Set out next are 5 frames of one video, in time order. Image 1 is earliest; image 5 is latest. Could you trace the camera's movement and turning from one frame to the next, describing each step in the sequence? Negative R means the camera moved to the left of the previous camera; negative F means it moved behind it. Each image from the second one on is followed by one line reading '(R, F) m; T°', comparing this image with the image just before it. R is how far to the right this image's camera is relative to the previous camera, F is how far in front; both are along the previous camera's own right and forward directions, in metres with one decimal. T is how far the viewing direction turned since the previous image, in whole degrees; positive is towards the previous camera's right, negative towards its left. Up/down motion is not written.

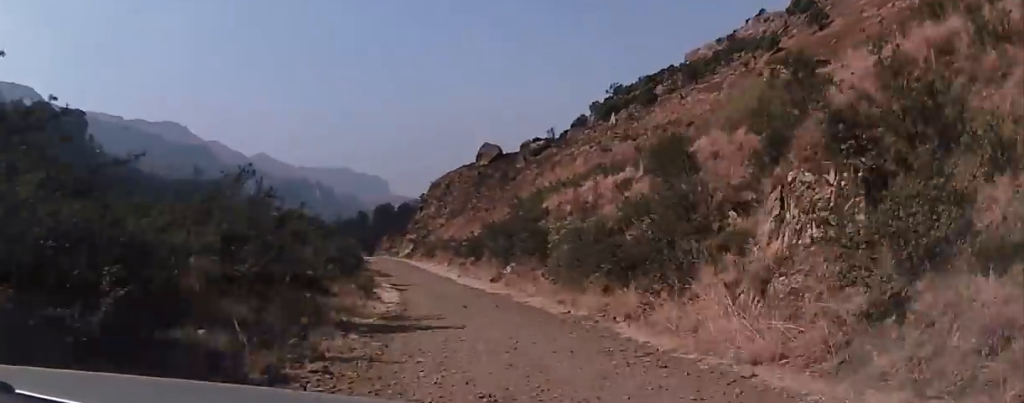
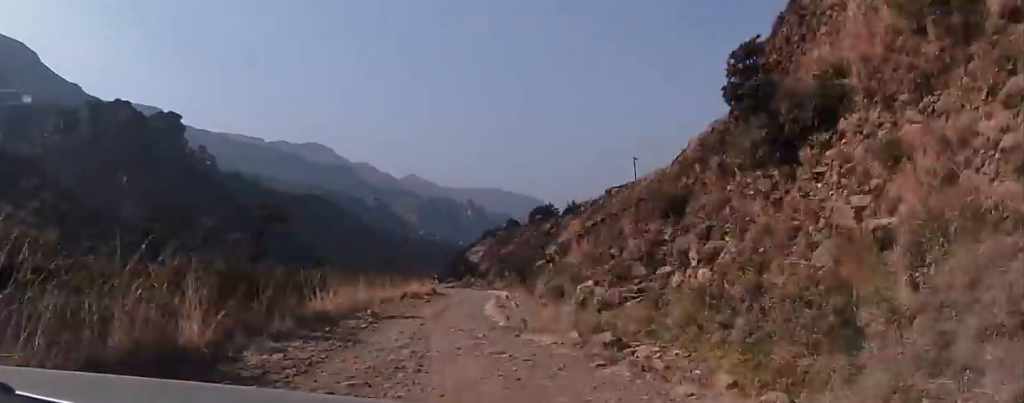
(-6.4, +76.1) m; -6°
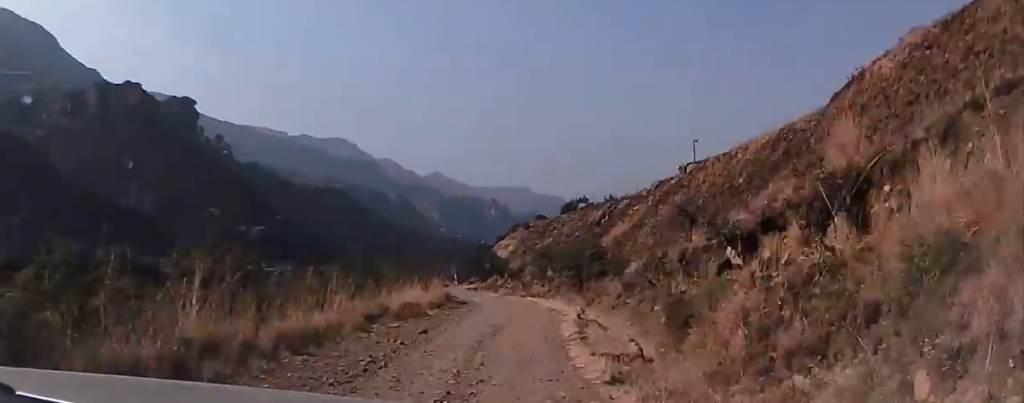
(+0.2, +23.2) m; -1°
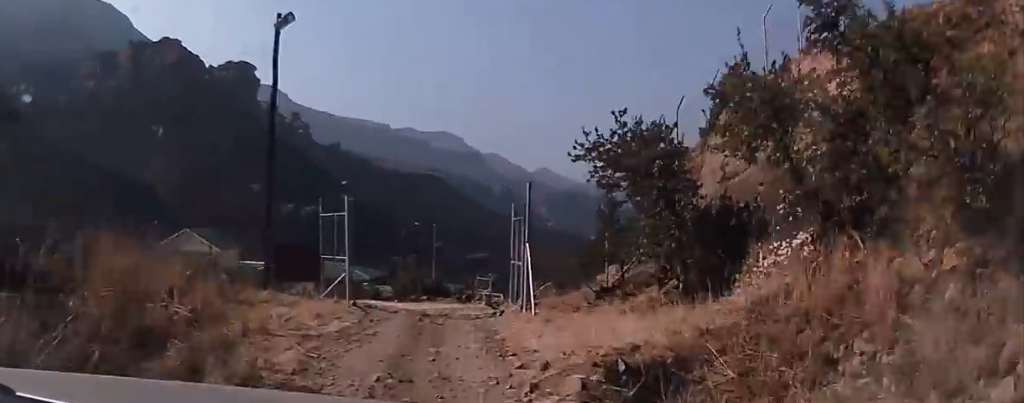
(-5.6, +71.5) m; -7°
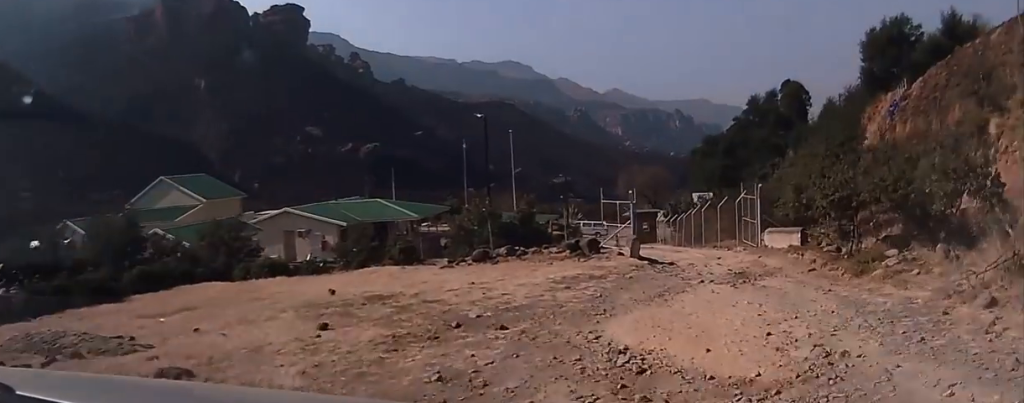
(+0.3, +32.6) m; +2°
